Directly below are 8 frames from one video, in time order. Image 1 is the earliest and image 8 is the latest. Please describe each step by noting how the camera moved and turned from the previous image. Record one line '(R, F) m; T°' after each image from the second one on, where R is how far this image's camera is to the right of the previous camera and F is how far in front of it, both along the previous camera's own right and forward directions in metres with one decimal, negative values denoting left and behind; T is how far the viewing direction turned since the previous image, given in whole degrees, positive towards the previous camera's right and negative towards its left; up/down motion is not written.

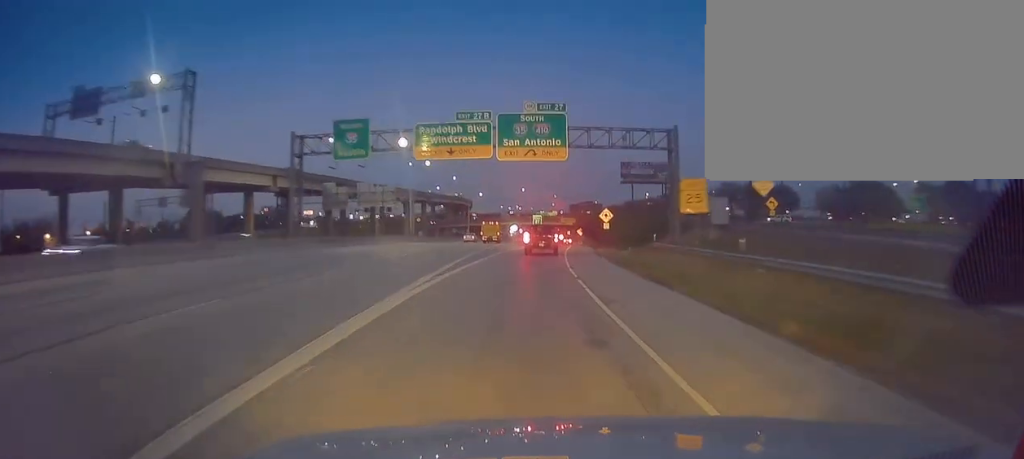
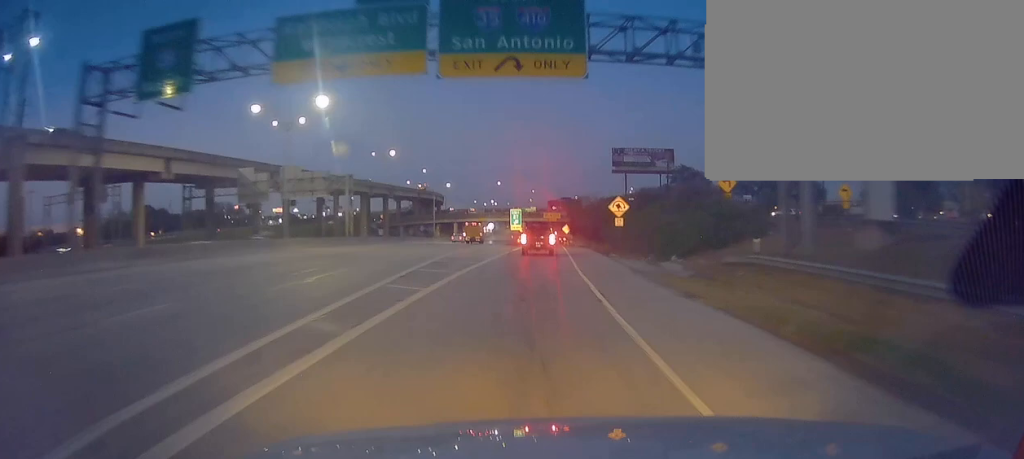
(+0.3, +25.4) m; +2°
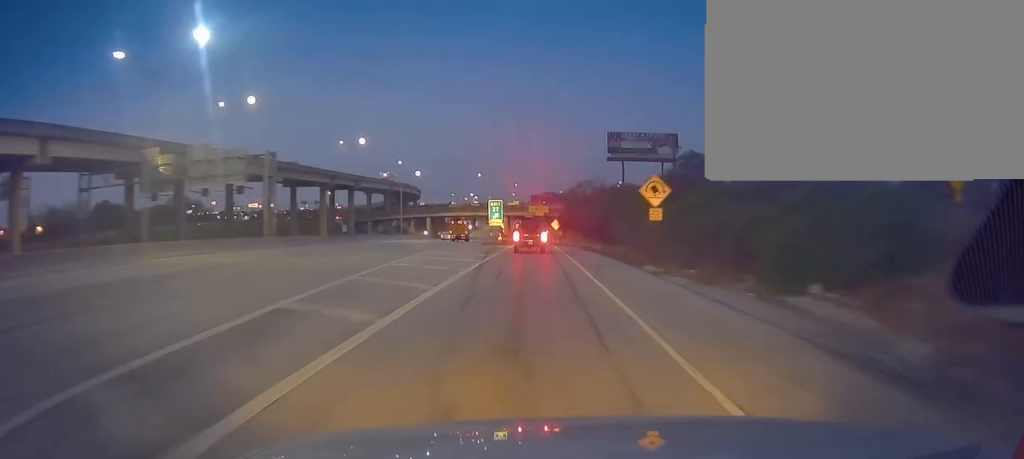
(+0.3, +19.5) m; +2°
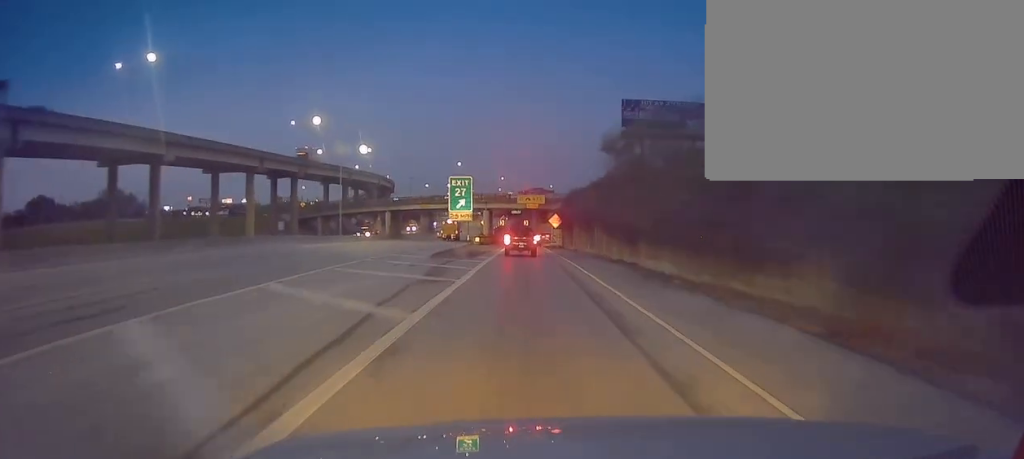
(+0.5, +32.9) m; +1°
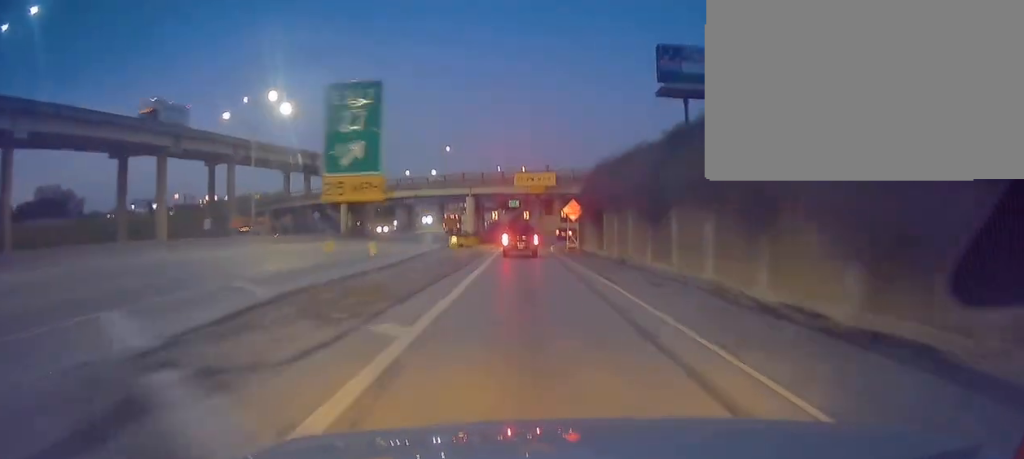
(+0.8, +28.1) m; +2°
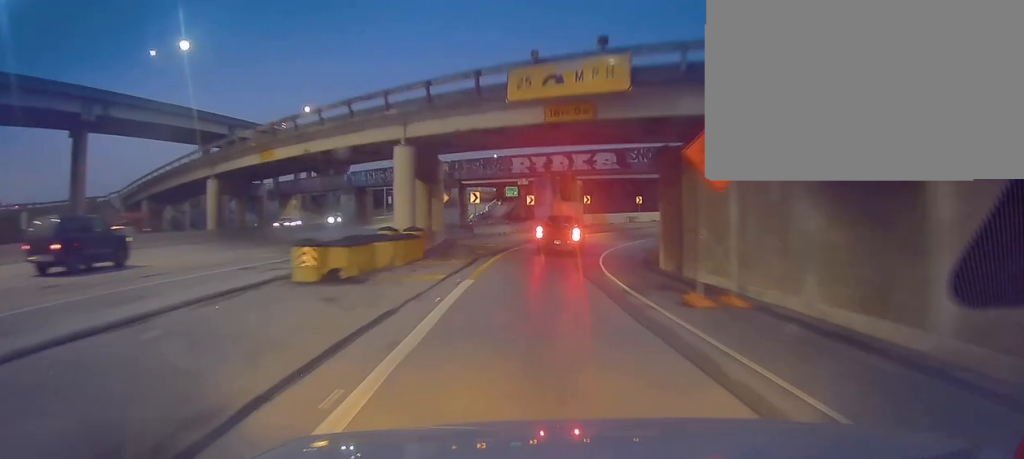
(-1.3, +39.7) m; -3°
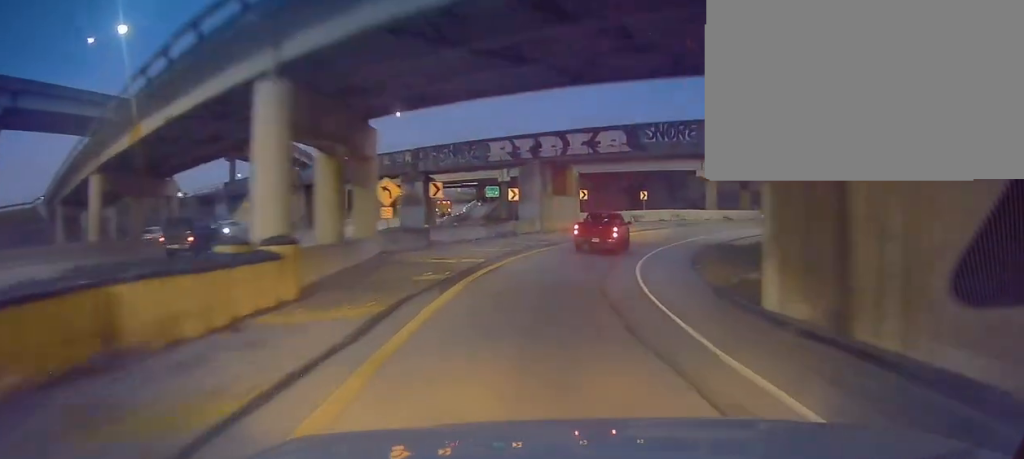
(+0.2, +14.7) m; +3°
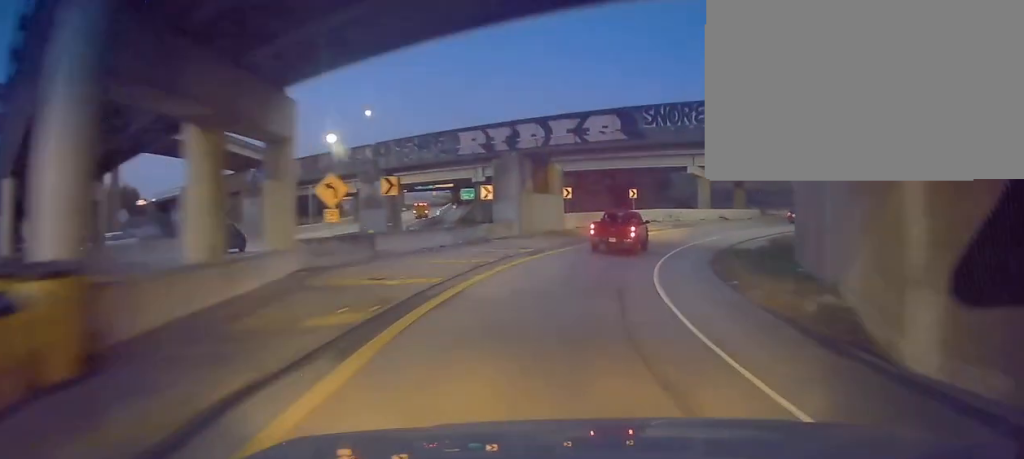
(0.0, +8.0) m; +2°
